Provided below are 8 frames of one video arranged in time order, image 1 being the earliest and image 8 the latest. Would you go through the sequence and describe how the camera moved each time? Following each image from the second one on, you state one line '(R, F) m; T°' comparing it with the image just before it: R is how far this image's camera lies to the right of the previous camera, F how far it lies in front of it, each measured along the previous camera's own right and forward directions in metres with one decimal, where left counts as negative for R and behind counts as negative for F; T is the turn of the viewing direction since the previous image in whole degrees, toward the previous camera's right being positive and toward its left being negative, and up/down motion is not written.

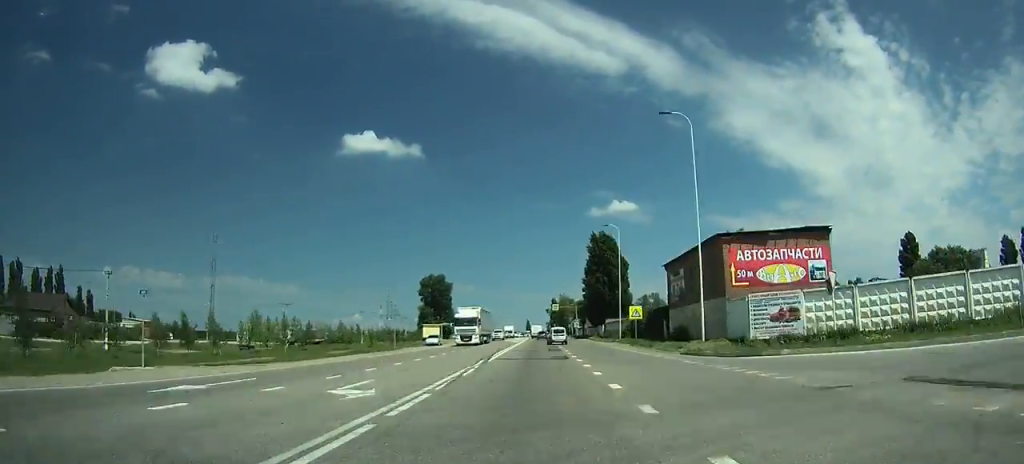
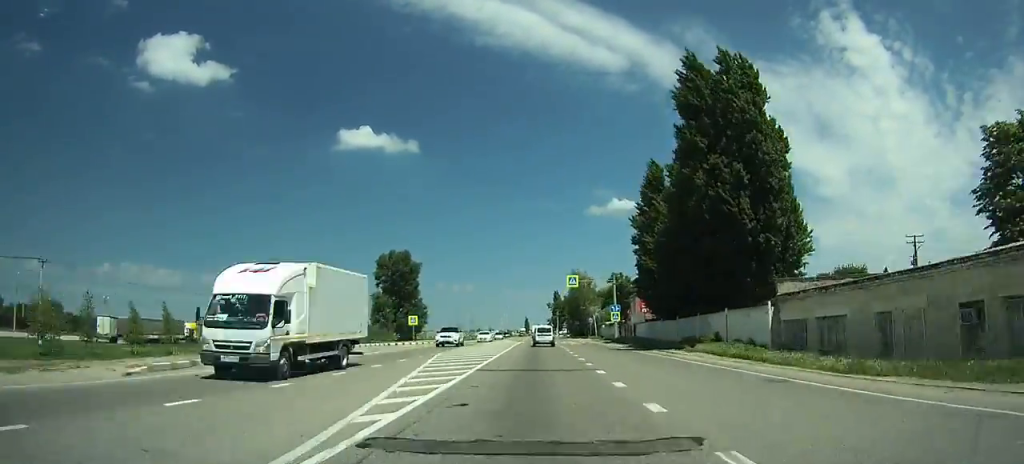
(-0.1, +64.2) m; 0°
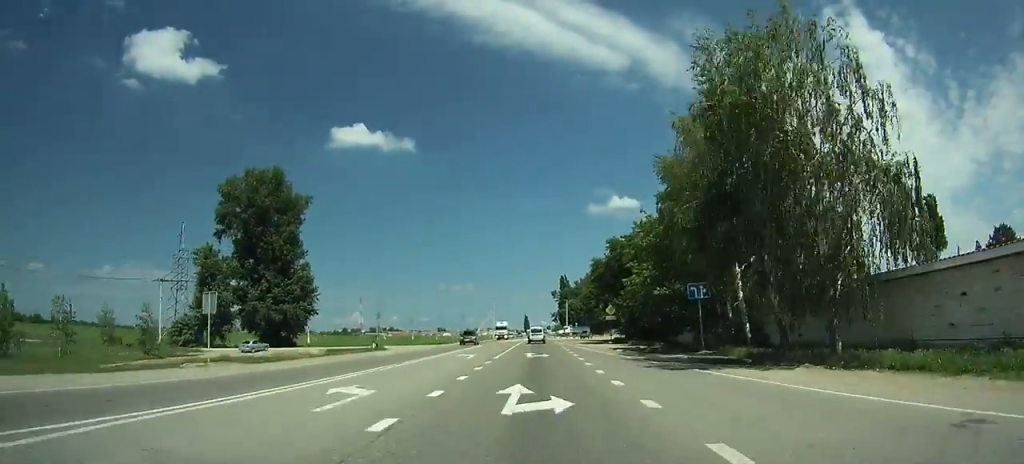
(+0.1, +90.3) m; 0°
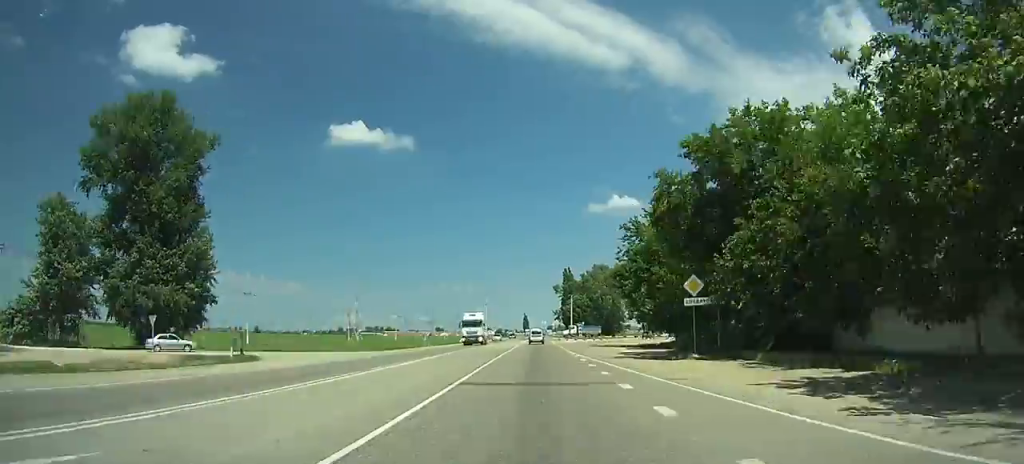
(0.0, +29.4) m; 0°
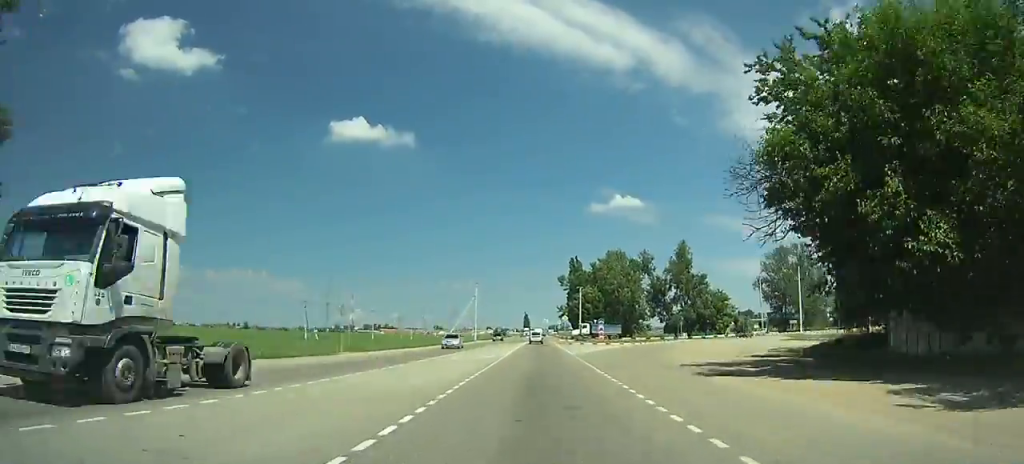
(+0.1, +31.4) m; 0°
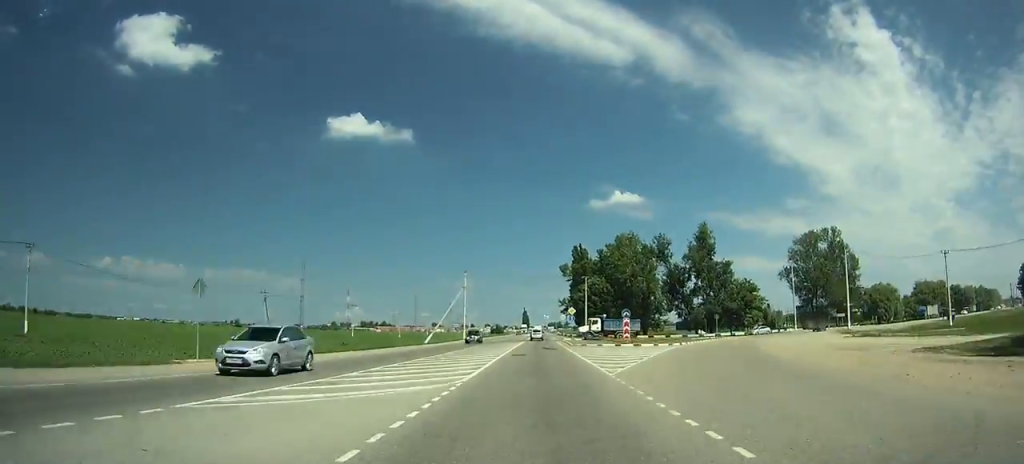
(-0.2, +20.7) m; 0°
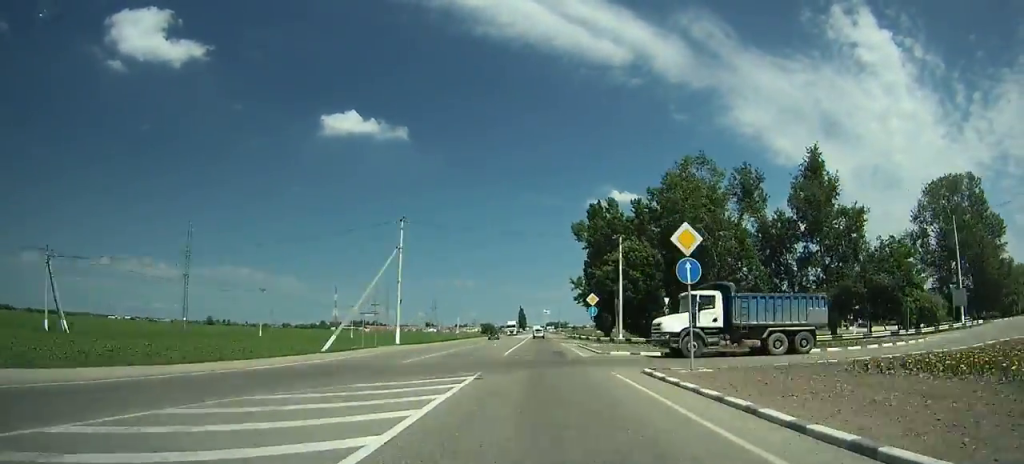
(-0.1, +54.8) m; 0°
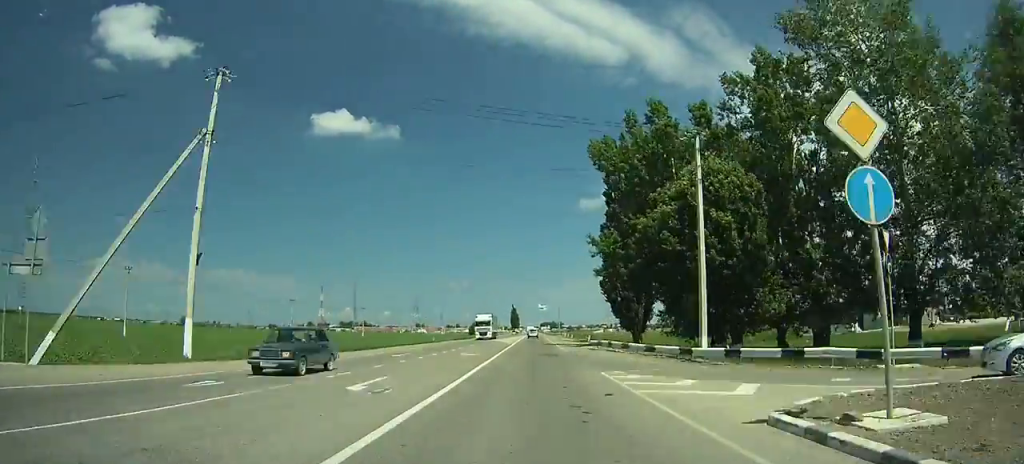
(+0.2, +38.3) m; 0°
